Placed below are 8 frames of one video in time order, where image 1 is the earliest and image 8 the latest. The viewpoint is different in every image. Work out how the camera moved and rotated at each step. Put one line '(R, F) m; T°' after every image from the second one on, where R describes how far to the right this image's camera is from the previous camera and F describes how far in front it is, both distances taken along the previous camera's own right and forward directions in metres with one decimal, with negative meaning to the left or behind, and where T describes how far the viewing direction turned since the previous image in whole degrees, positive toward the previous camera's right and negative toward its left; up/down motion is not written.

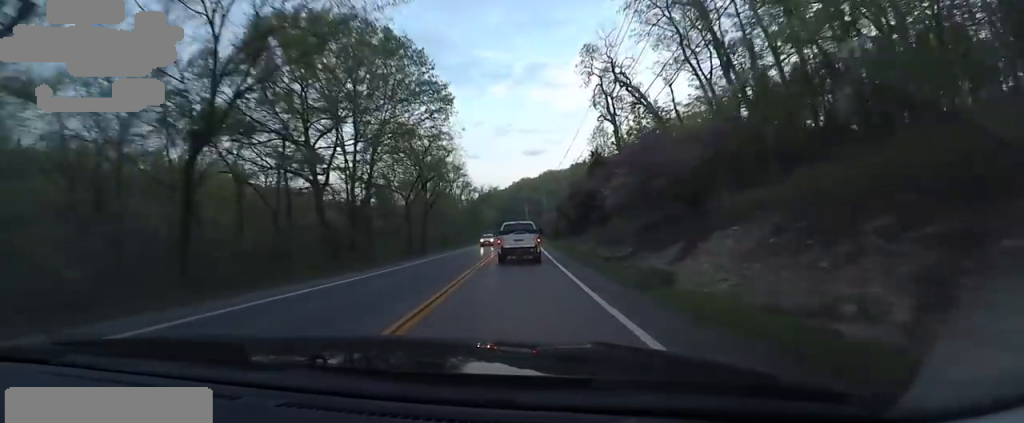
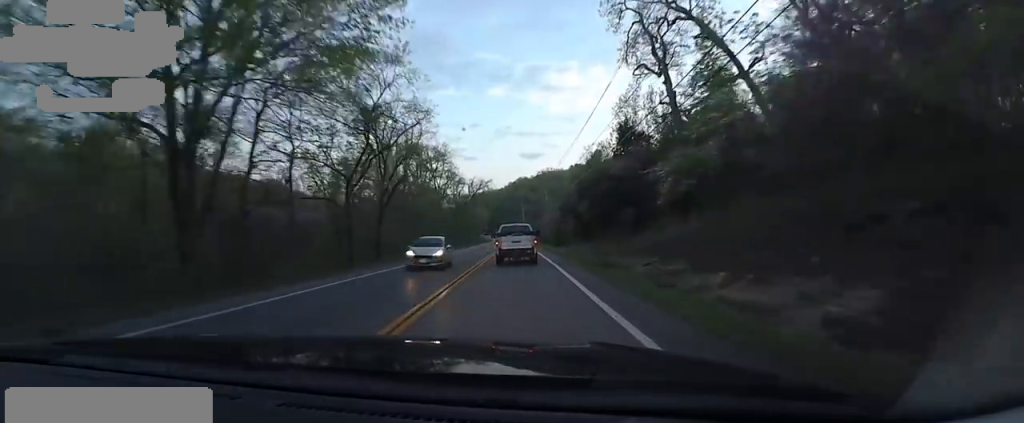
(+0.9, +16.2) m; +3°
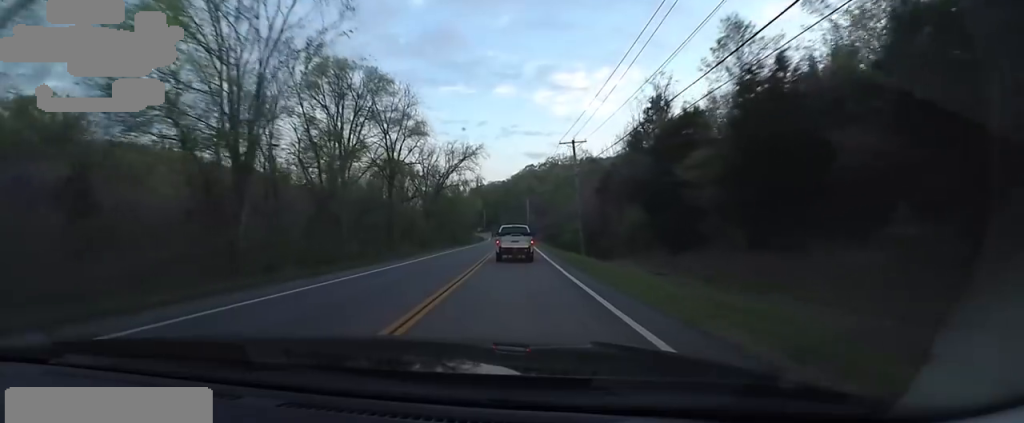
(+0.4, +32.1) m; +1°
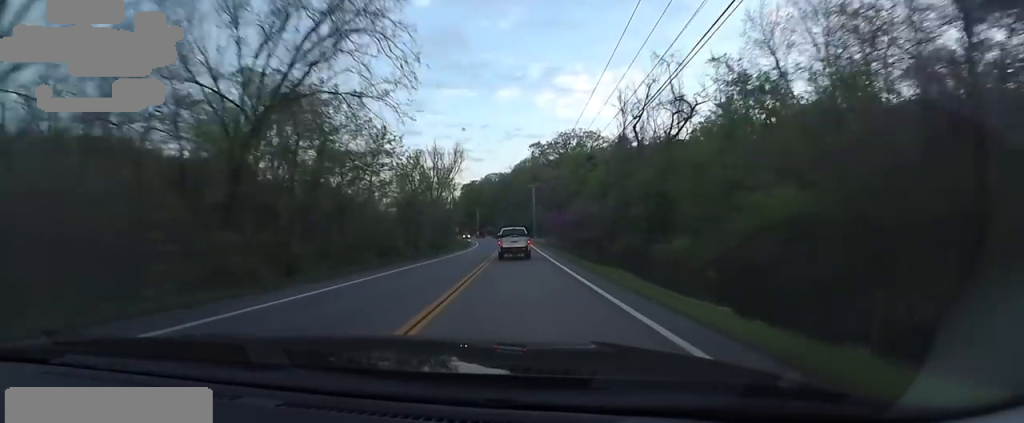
(-1.3, +40.9) m; -3°
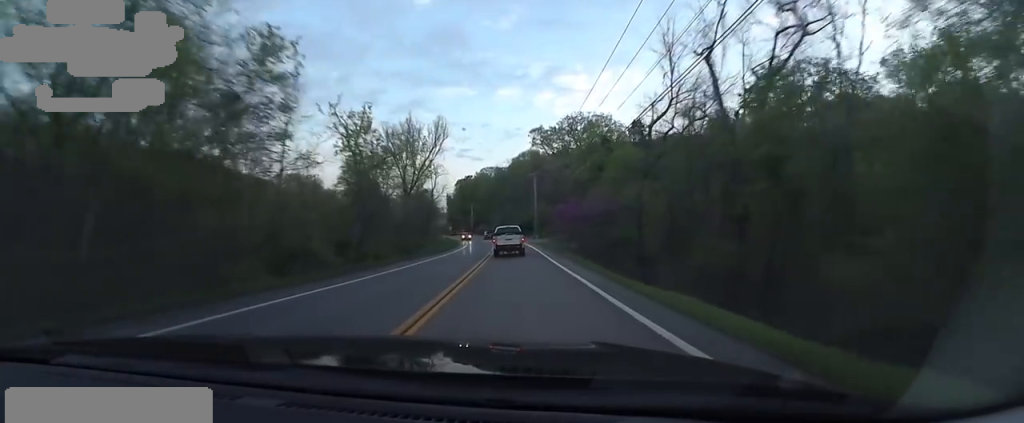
(+0.1, +15.4) m; +1°
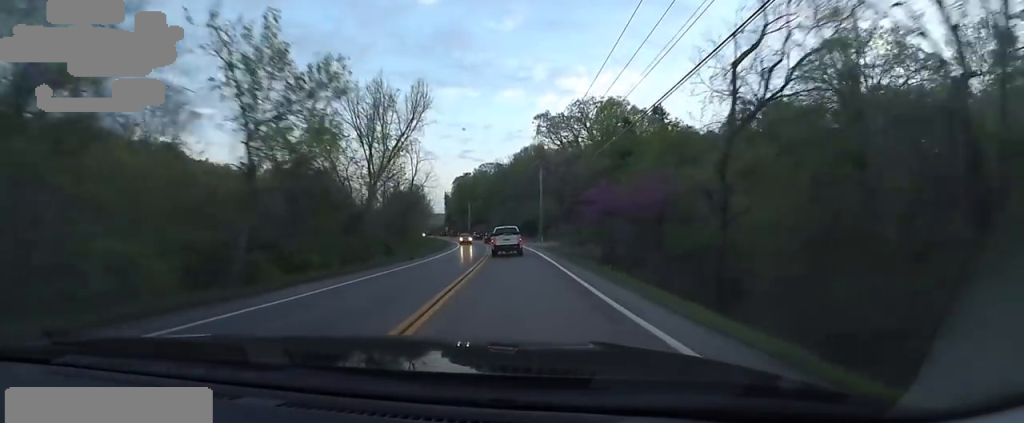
(+0.5, +12.7) m; +1°
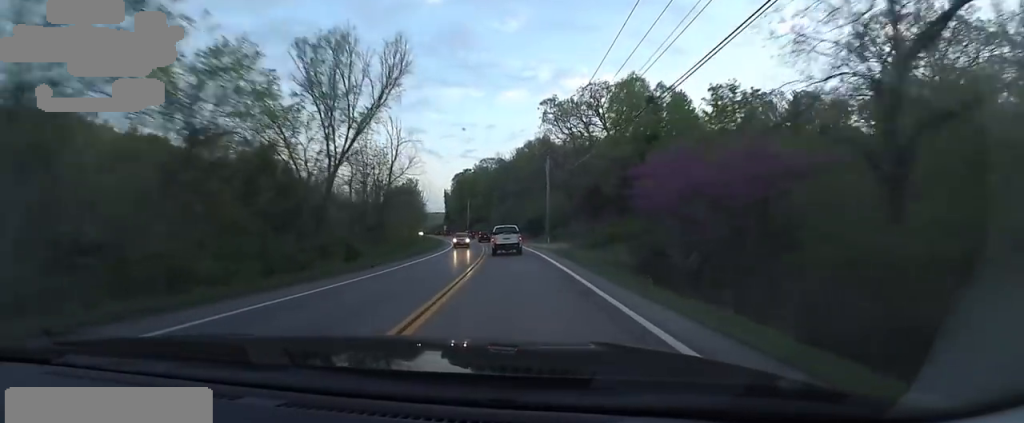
(-0.1, +9.2) m; -1°
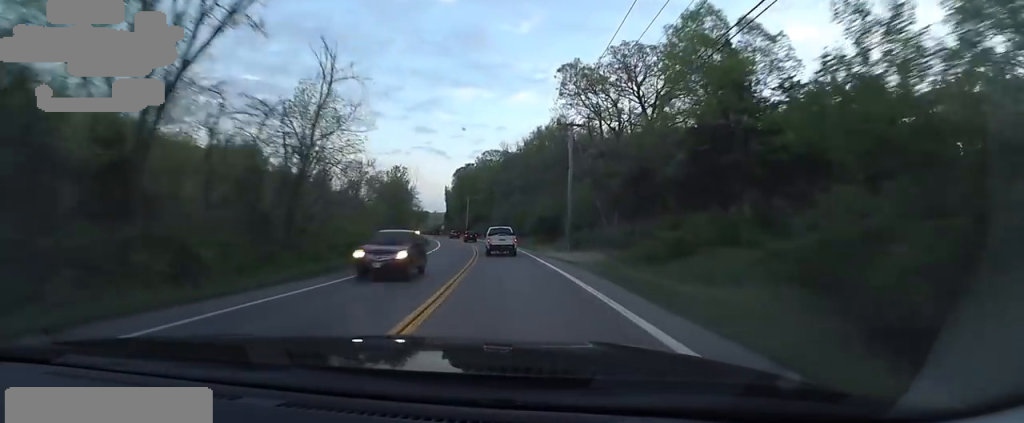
(-0.1, +16.4) m; -2°
